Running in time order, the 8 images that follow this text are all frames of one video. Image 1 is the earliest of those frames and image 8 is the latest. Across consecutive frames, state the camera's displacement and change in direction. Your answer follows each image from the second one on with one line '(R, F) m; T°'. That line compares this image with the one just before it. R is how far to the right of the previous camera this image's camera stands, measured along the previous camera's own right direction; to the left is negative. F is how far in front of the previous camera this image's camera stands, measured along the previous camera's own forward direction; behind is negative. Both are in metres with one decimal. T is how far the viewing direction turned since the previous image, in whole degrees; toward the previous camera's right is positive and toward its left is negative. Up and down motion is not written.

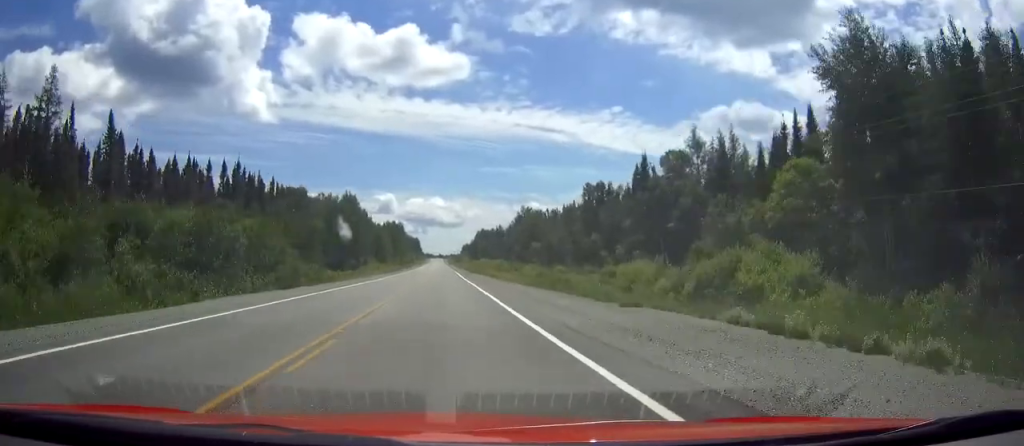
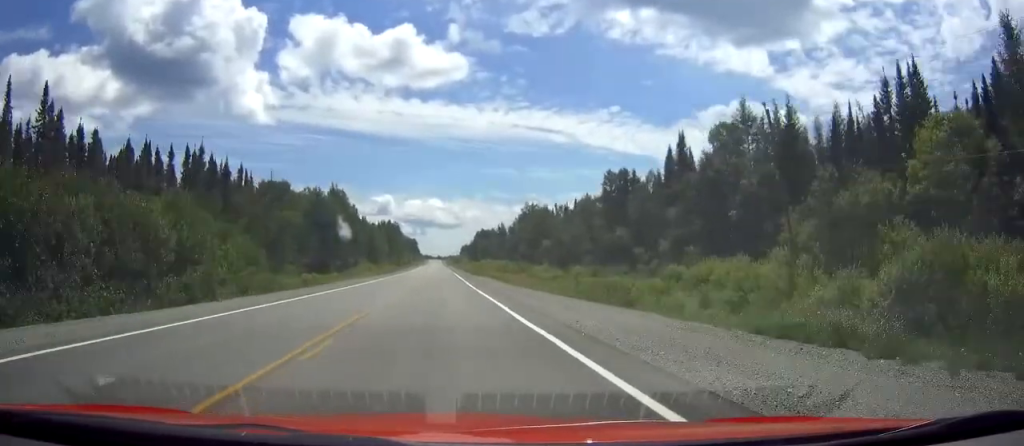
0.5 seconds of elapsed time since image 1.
(0.0, +17.1) m; 0°
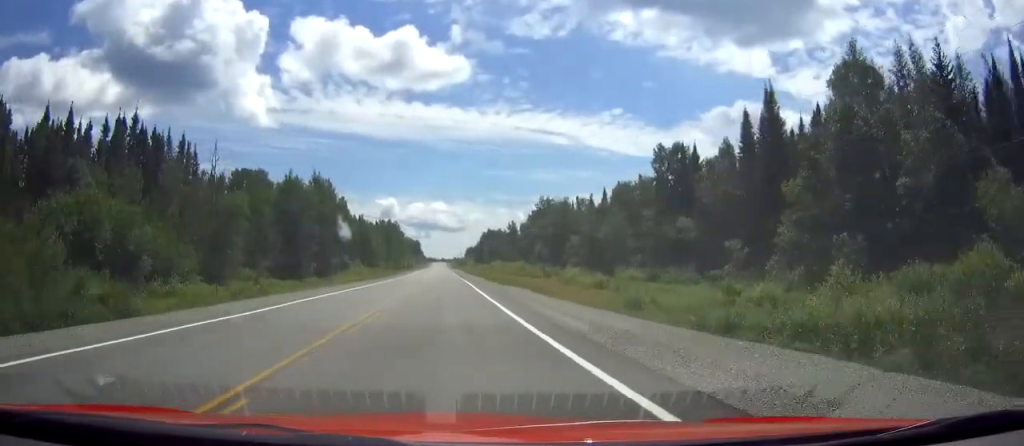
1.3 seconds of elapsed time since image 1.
(0.0, +23.6) m; 0°
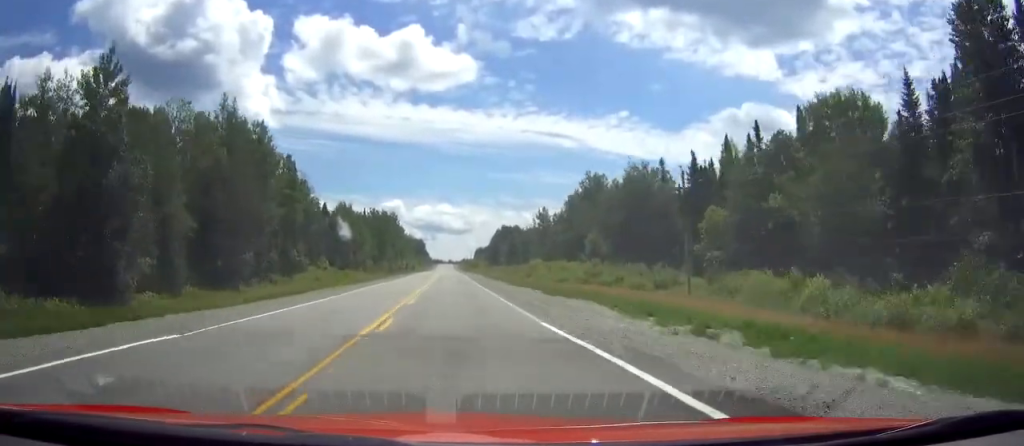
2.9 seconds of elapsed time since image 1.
(-0.4, +53.8) m; -1°
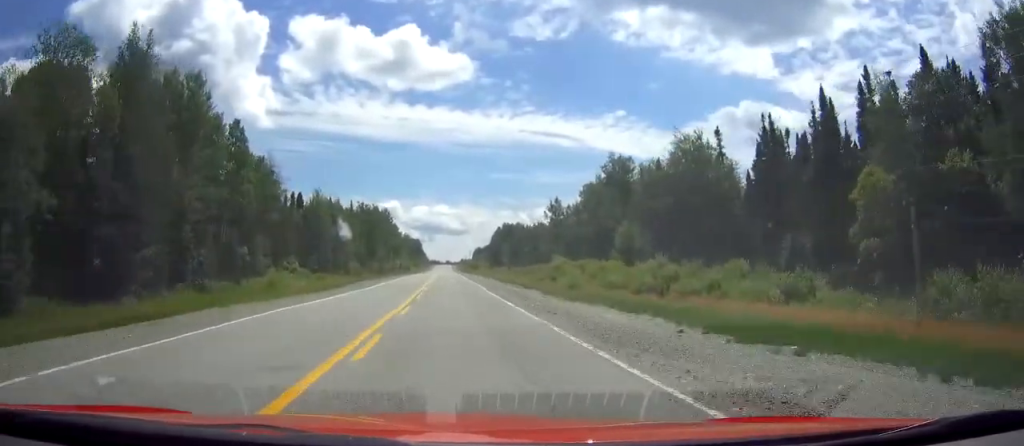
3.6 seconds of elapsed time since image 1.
(0.0, +21.5) m; 0°
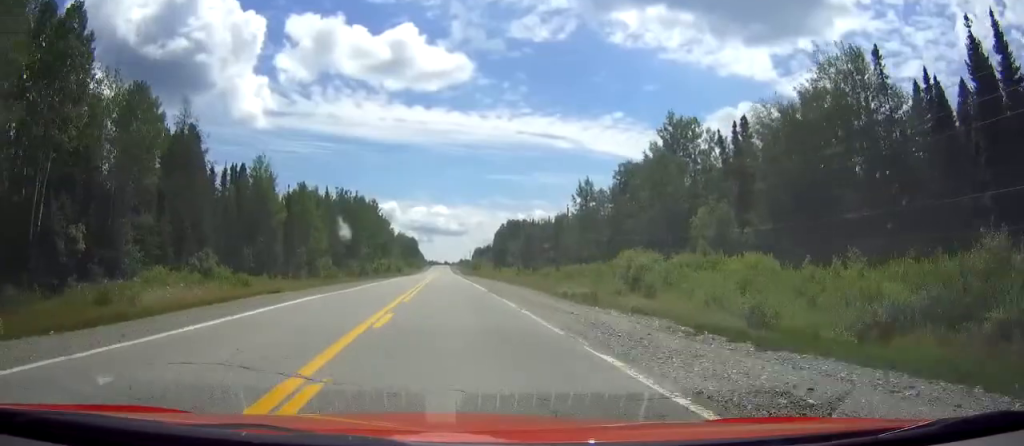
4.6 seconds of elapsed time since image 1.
(0.0, +32.3) m; 0°
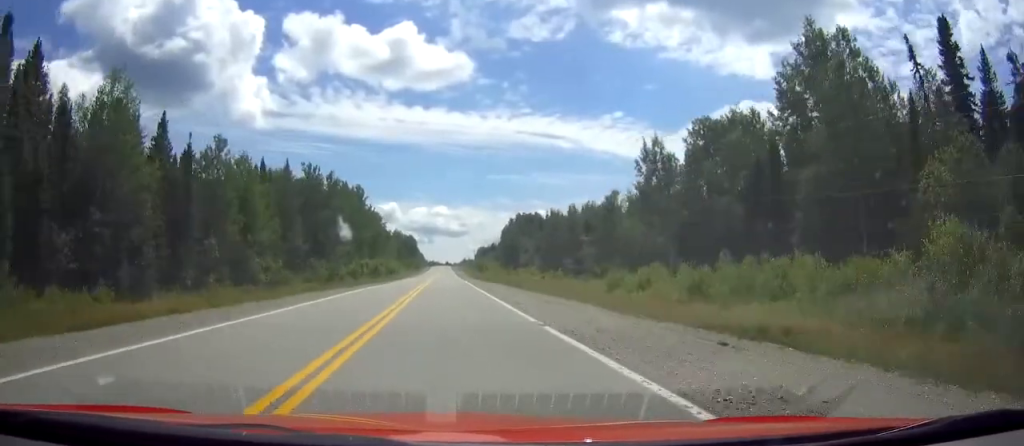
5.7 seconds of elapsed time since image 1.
(+0.1, +35.5) m; 0°
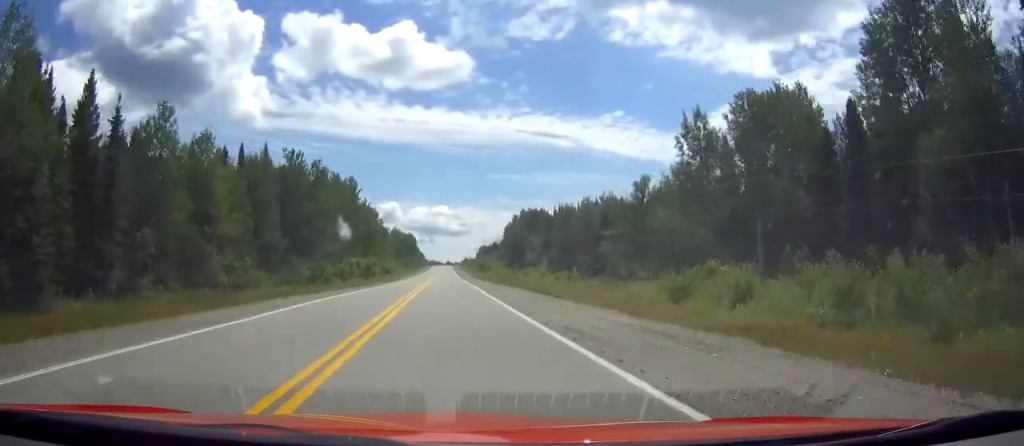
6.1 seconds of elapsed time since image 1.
(0.0, +12.9) m; 0°
